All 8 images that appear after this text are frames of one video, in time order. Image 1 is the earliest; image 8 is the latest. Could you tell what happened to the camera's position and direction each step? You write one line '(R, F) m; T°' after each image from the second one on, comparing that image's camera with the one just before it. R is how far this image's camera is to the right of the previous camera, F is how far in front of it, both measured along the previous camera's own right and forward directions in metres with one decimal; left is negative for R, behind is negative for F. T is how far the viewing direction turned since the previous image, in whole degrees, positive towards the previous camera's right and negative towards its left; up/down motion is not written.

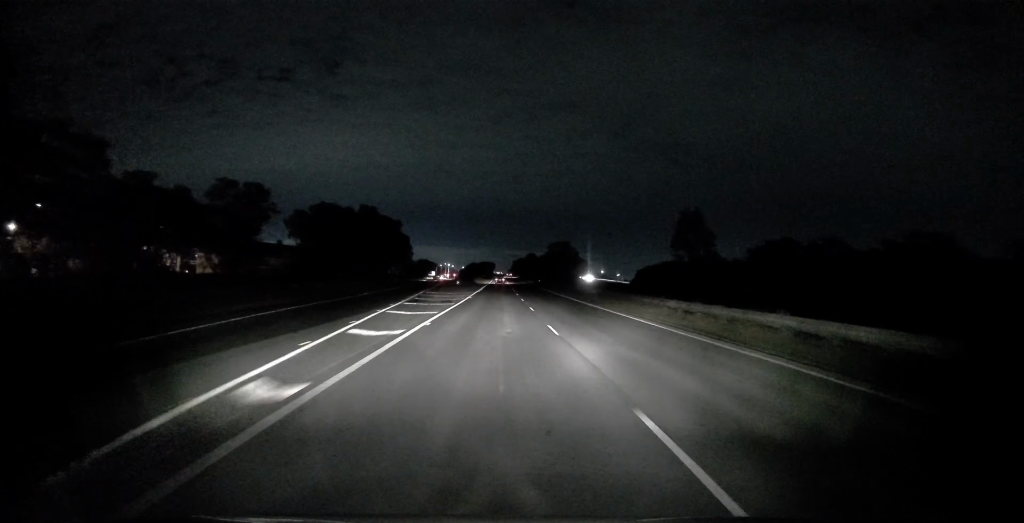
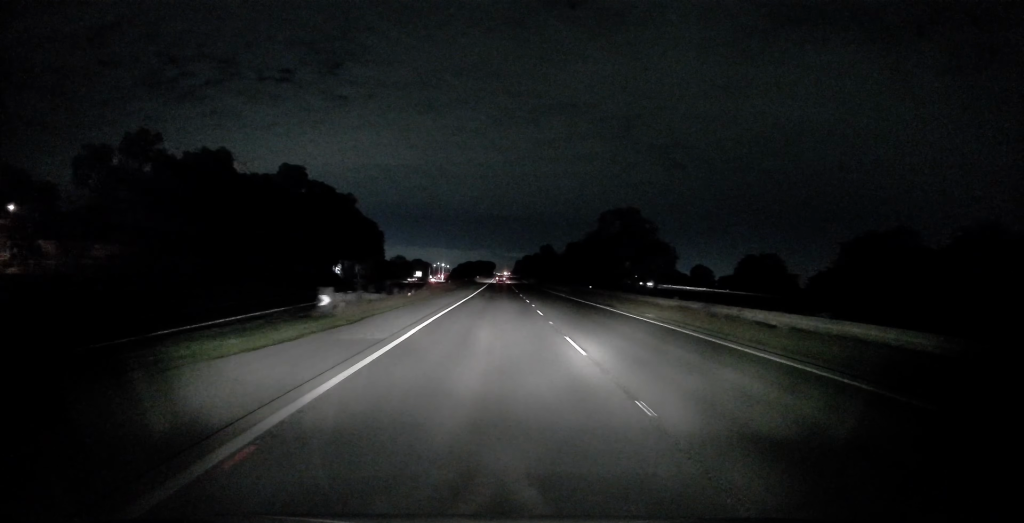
(+1.2, +65.1) m; +3°
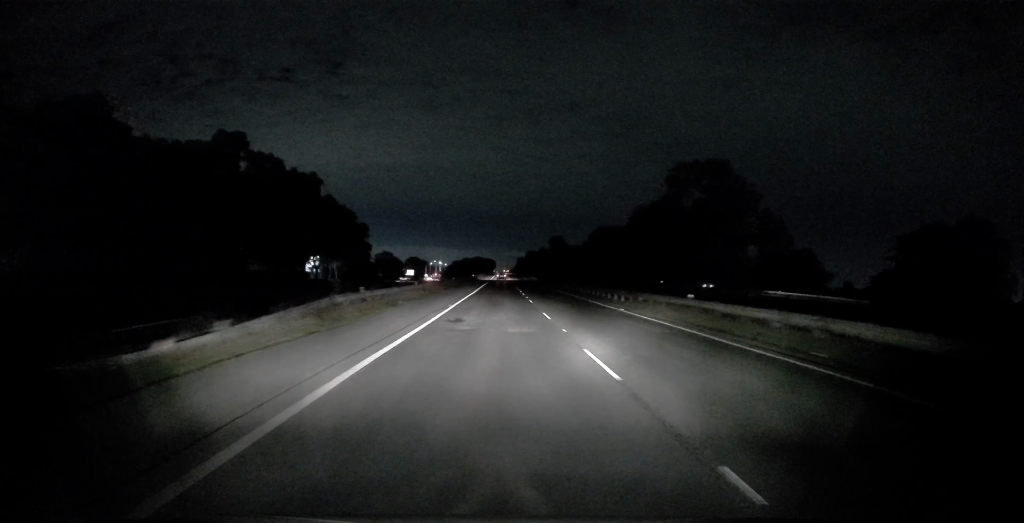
(-0.2, +27.1) m; -2°
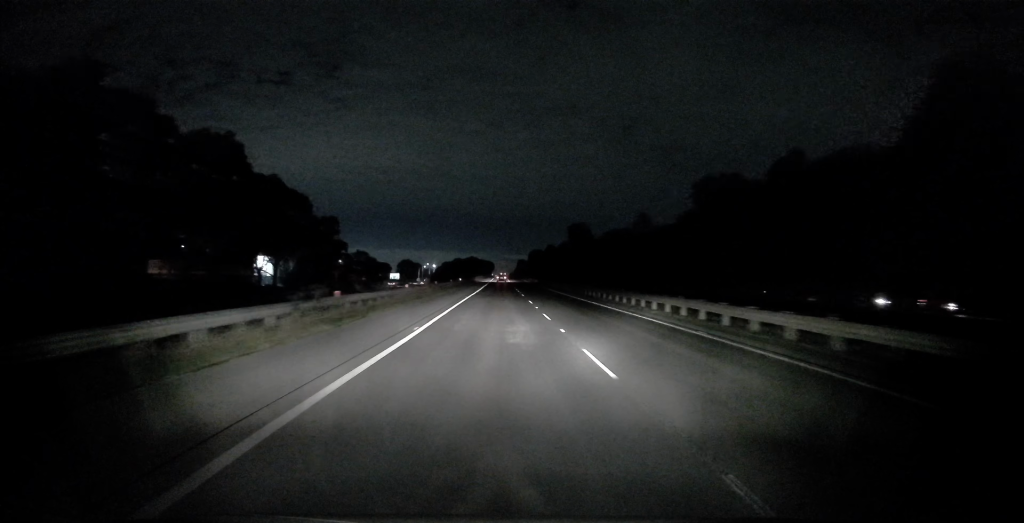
(-0.1, +35.9) m; +1°
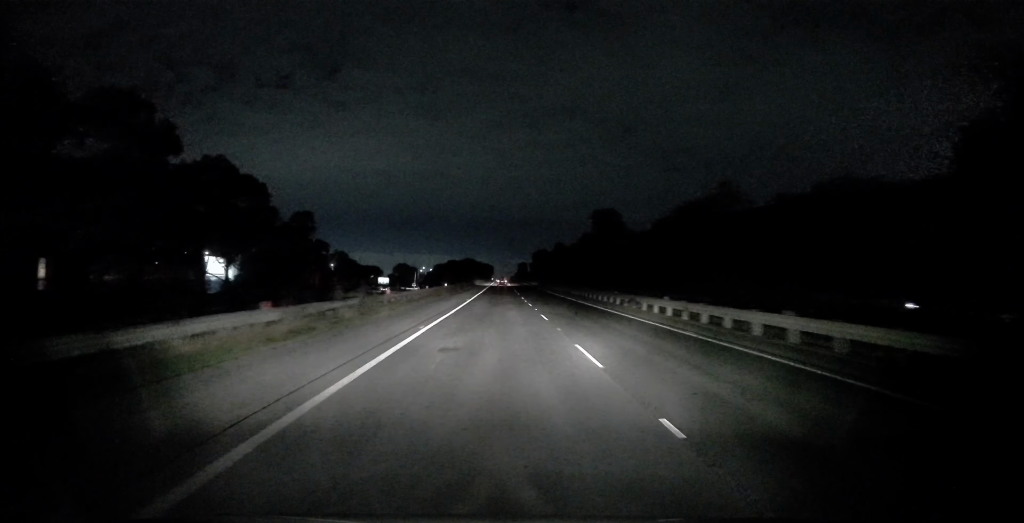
(+0.4, +22.7) m; 0°
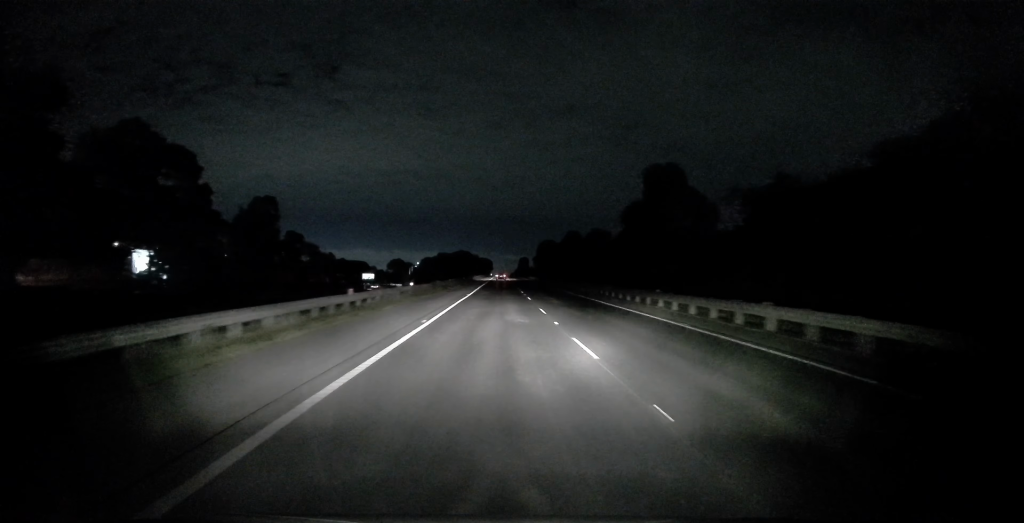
(-0.6, +23.8) m; -1°
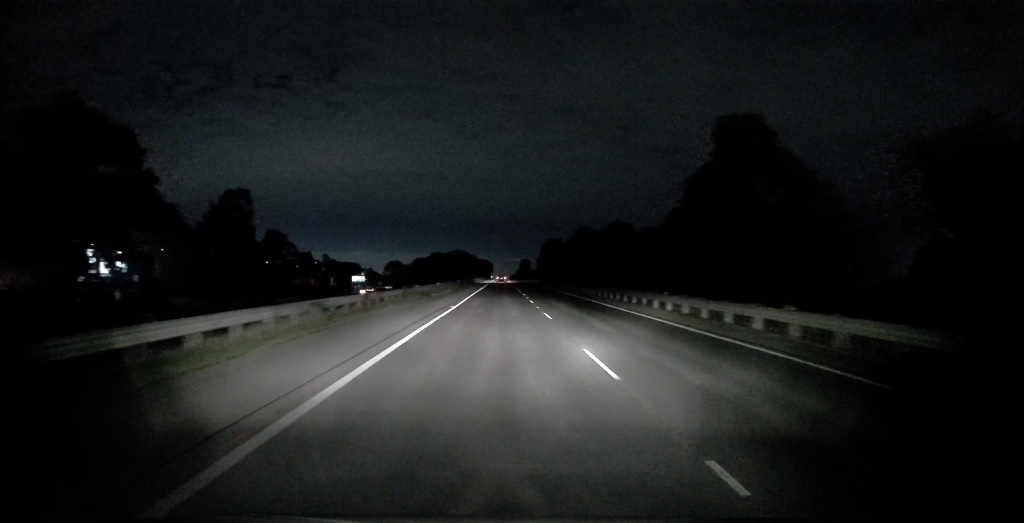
(0.0, +14.1) m; +1°
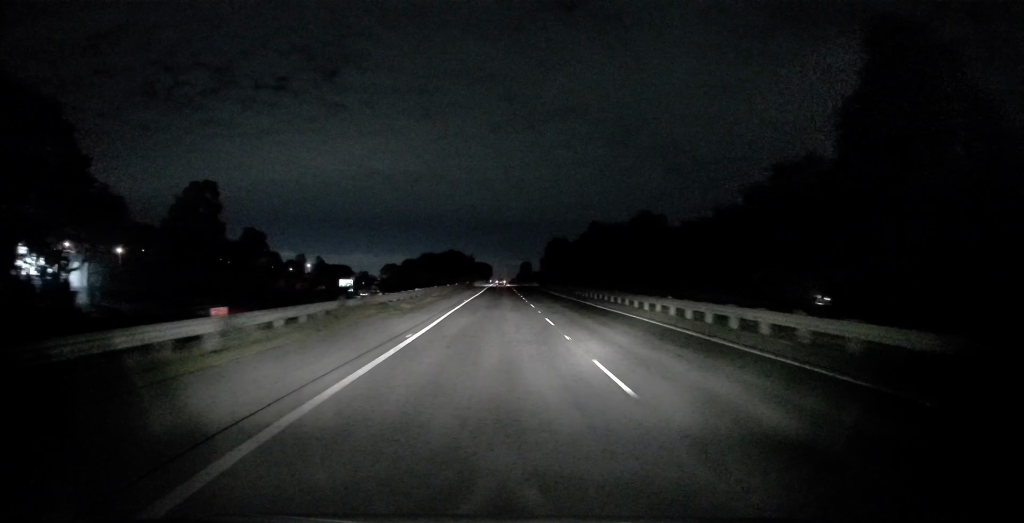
(0.0, +13.2) m; +1°
